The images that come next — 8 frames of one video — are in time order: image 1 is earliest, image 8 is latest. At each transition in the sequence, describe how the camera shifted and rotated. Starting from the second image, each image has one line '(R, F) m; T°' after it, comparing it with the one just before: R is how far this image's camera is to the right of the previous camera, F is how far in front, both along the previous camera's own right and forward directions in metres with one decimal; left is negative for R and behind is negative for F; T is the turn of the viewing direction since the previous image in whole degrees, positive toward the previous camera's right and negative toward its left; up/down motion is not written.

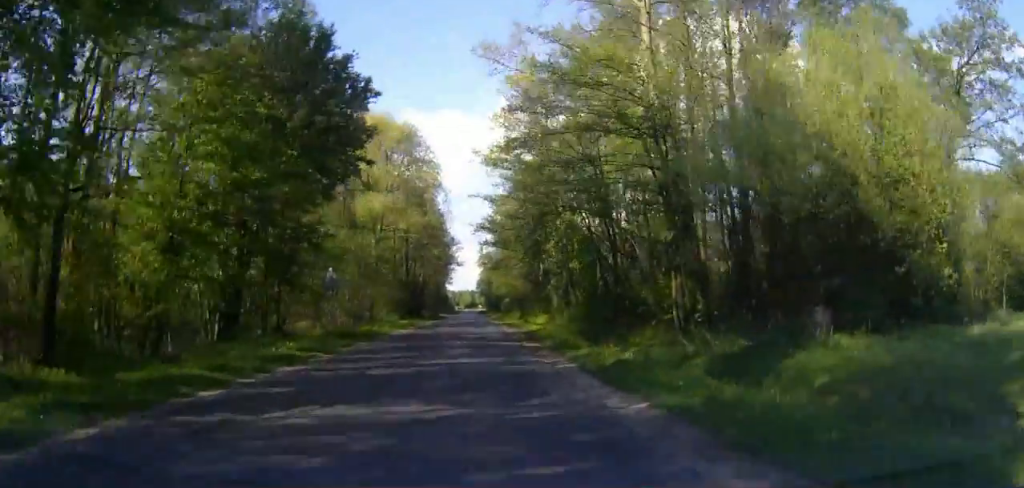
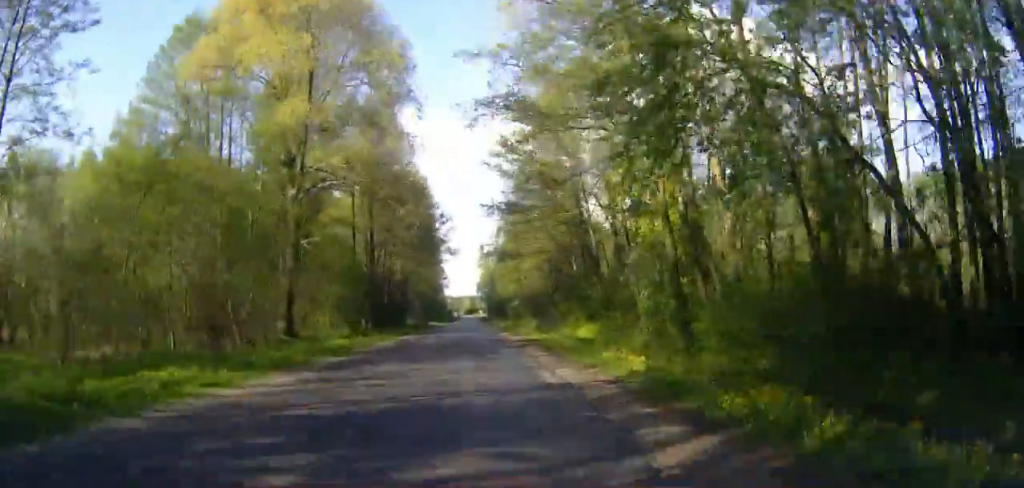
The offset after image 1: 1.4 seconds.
(+0.1, +26.0) m; 0°
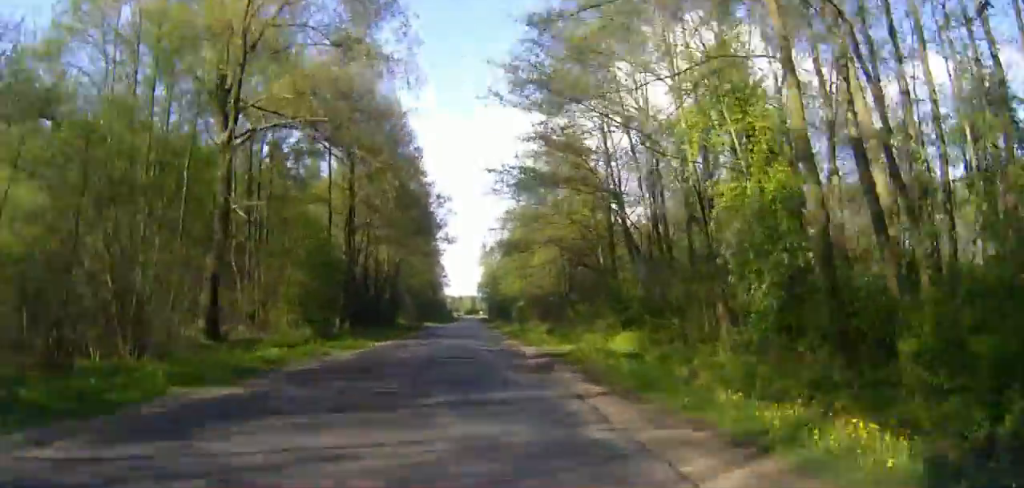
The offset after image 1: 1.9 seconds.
(0.0, +9.3) m; 0°
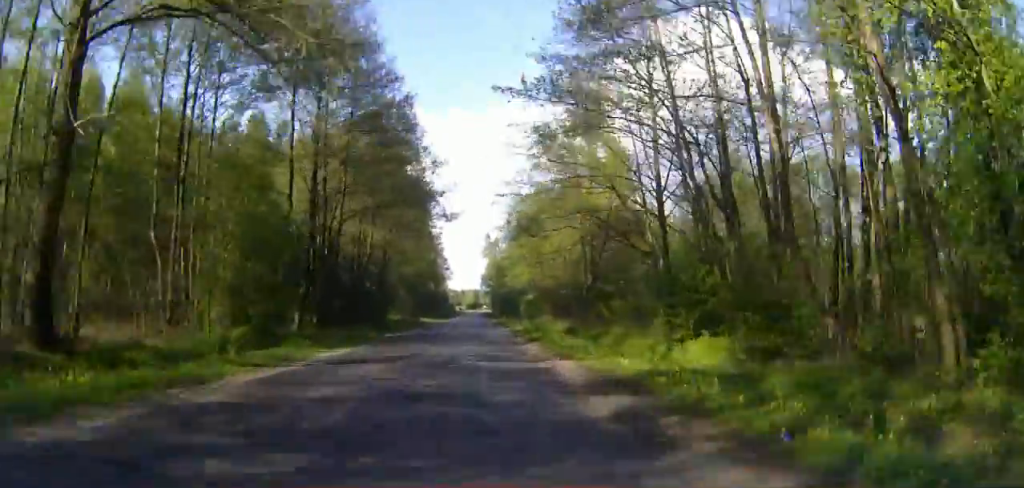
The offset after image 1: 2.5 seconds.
(+0.1, +9.6) m; 0°
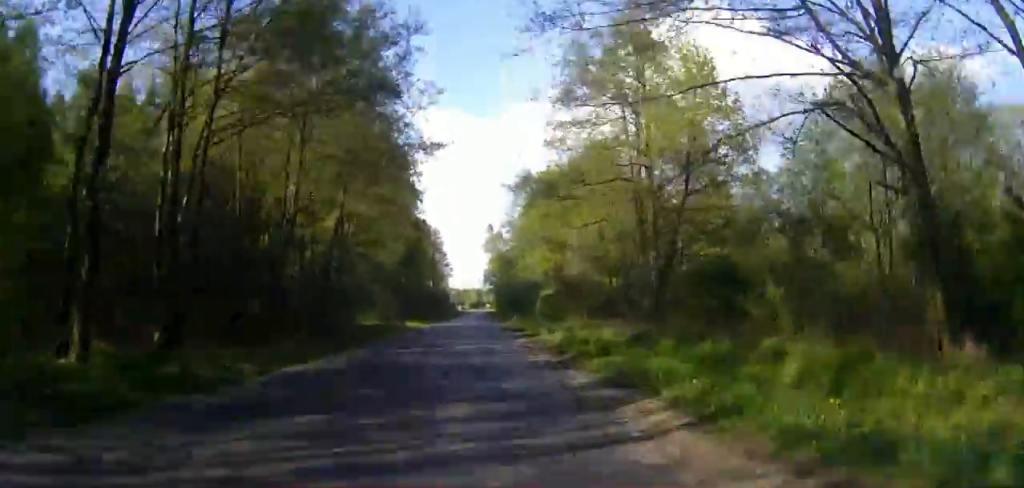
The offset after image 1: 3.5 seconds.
(+0.1, +17.1) m; -1°
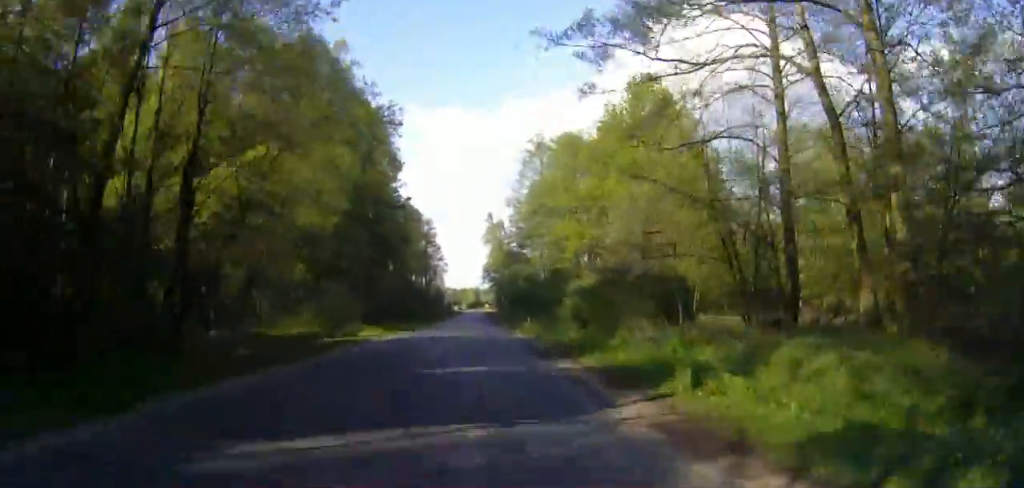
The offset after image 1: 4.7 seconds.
(-0.3, +20.3) m; 0°
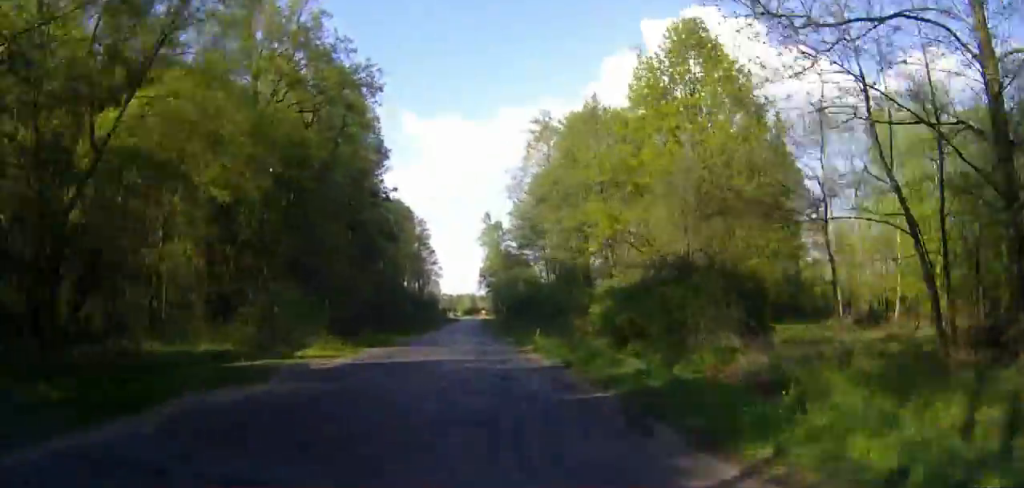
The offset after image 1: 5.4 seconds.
(0.0, +10.8) m; 0°
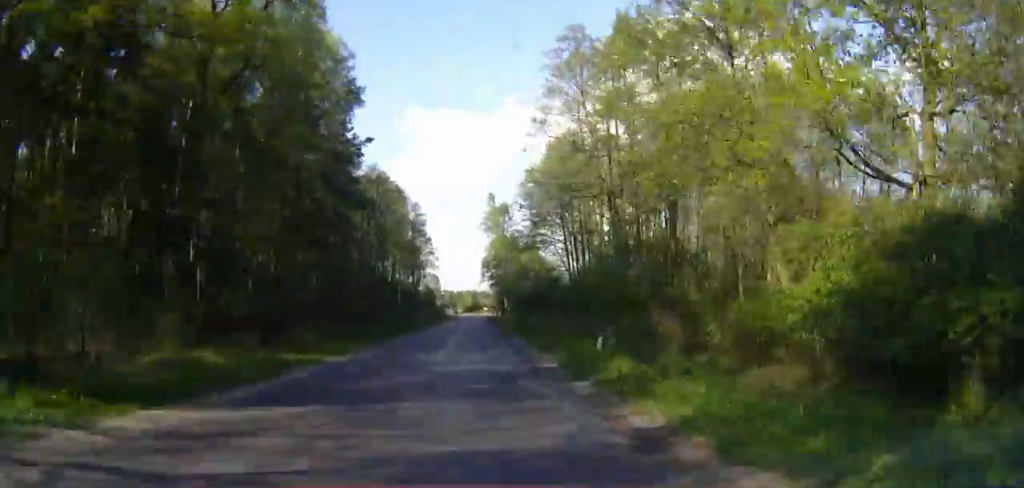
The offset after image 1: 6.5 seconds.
(-0.1, +19.8) m; 0°
